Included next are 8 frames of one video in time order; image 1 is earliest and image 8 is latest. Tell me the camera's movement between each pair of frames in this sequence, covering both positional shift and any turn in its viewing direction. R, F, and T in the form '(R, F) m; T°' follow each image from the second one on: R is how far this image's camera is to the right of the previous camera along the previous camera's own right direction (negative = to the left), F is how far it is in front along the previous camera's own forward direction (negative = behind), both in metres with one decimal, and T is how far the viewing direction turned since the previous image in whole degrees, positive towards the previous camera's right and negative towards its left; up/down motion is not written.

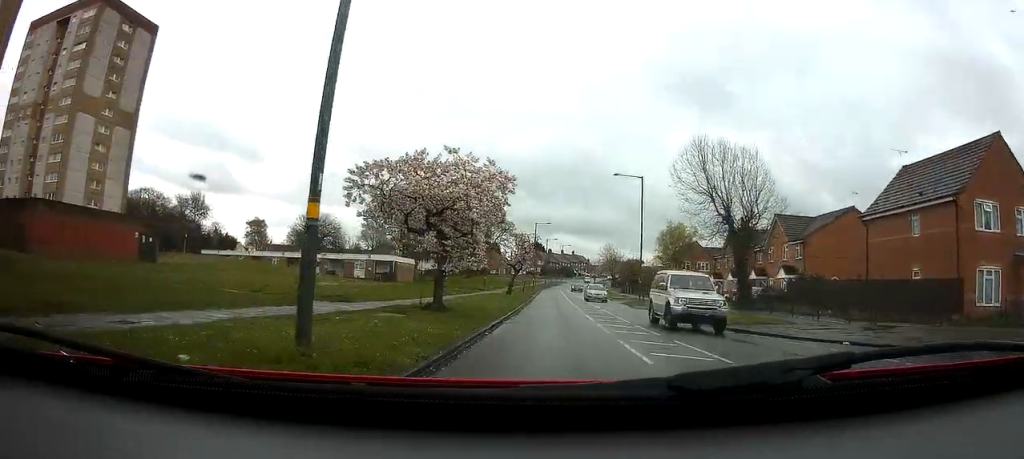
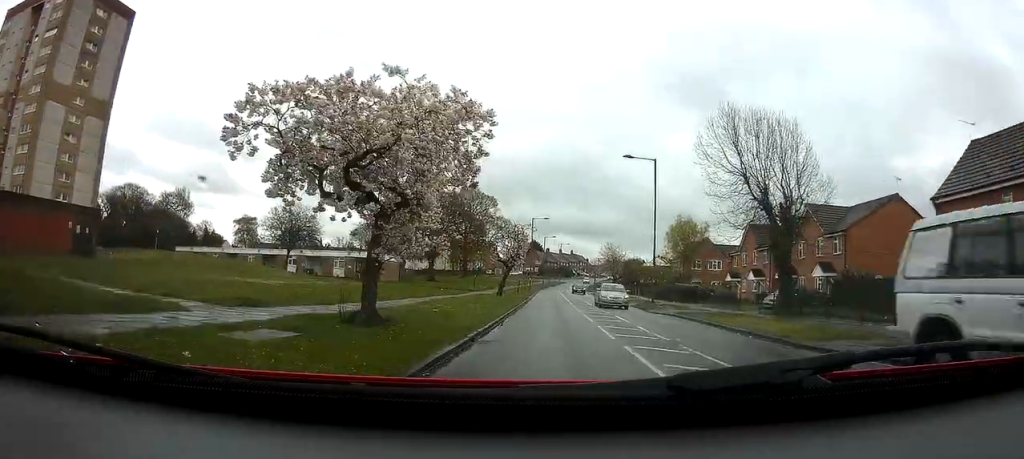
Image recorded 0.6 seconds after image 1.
(-0.2, +6.8) m; 0°
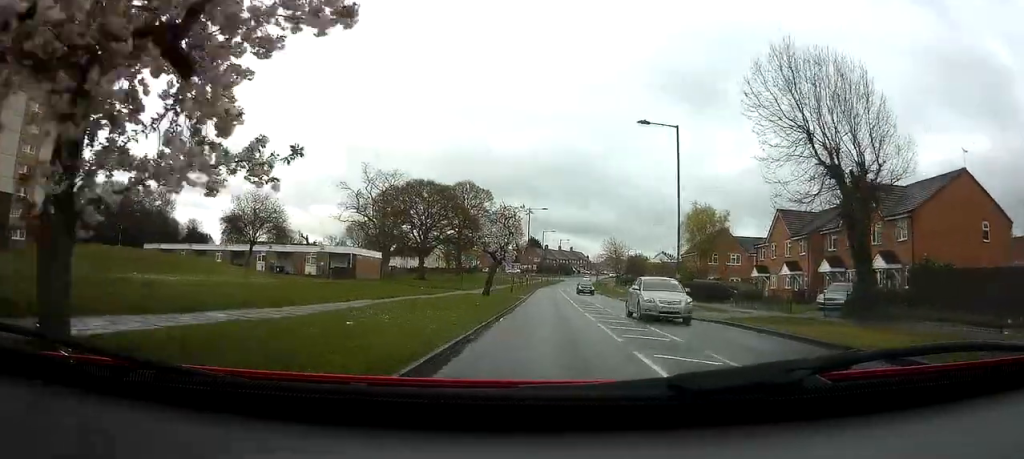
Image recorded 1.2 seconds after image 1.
(-0.1, +8.0) m; 0°
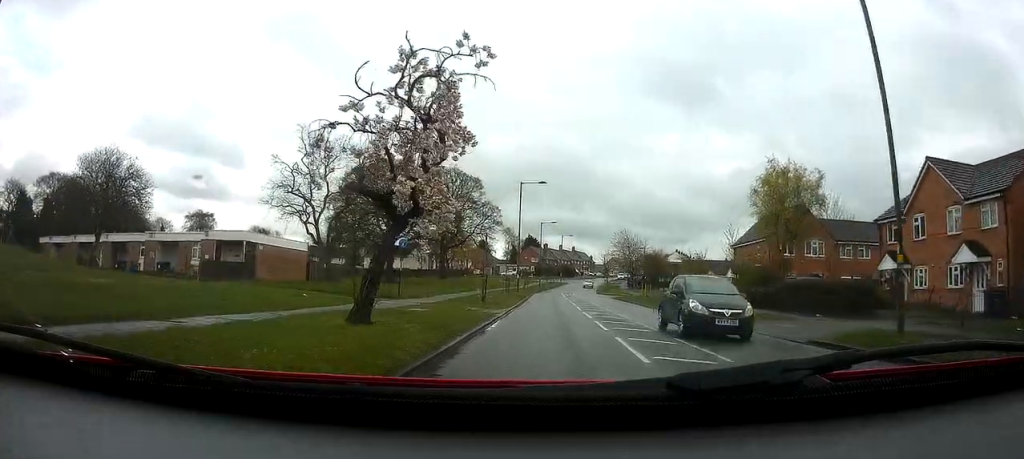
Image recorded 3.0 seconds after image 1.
(+0.6, +21.3) m; +2°
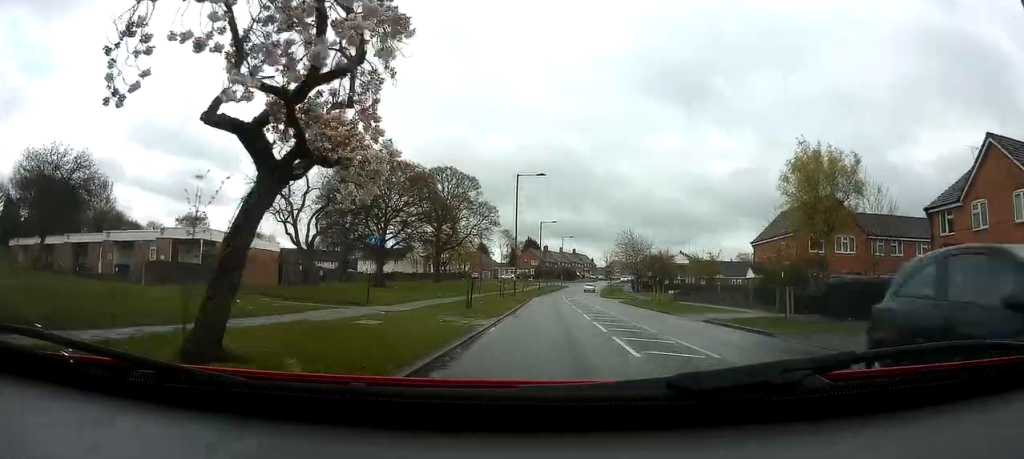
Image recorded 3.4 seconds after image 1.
(0.0, +5.3) m; 0°
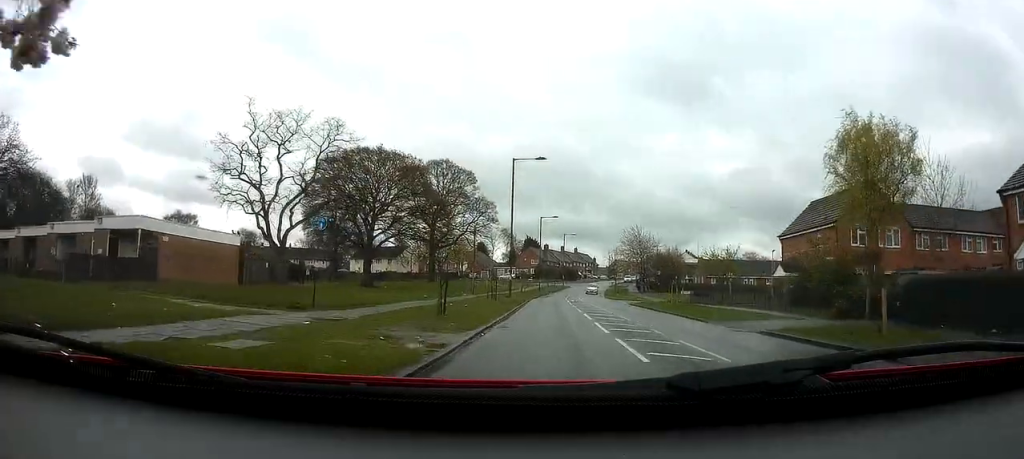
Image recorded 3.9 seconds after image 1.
(0.0, +6.1) m; 0°
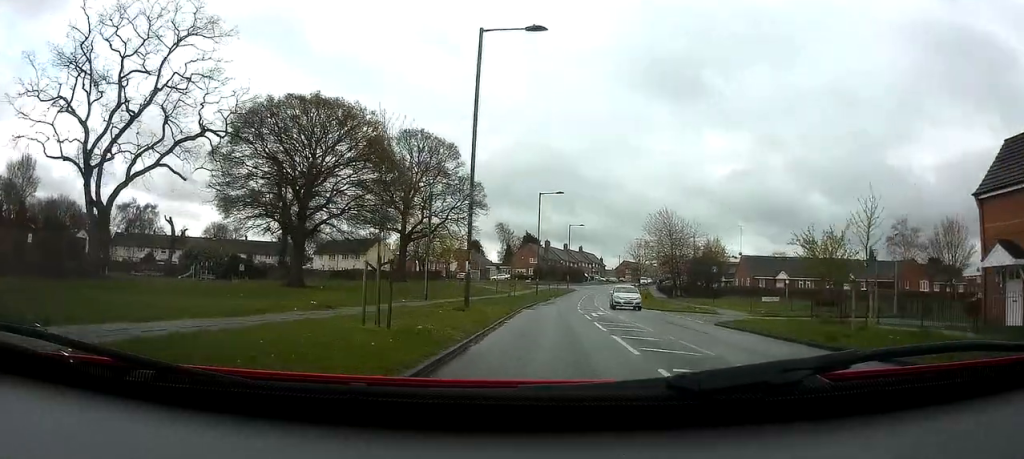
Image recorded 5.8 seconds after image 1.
(0.0, +22.4) m; 0°
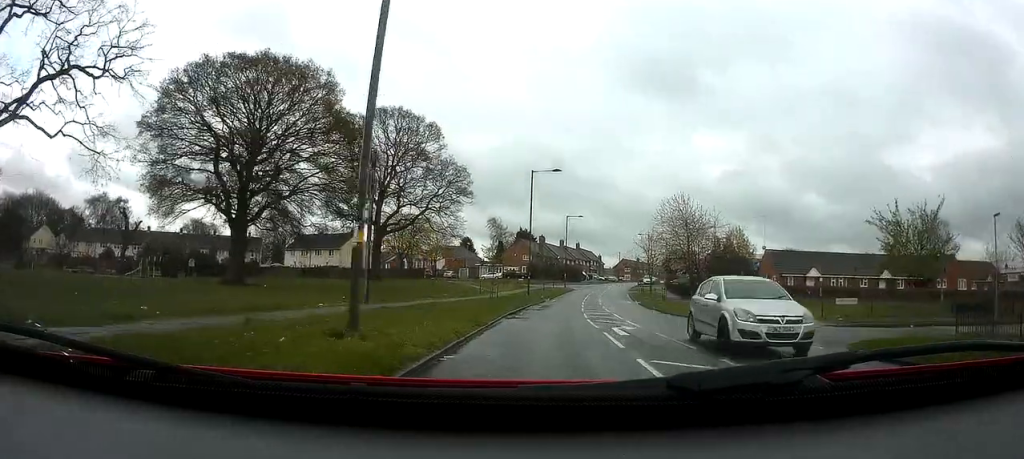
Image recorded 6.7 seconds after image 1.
(0.0, +10.5) m; 0°
